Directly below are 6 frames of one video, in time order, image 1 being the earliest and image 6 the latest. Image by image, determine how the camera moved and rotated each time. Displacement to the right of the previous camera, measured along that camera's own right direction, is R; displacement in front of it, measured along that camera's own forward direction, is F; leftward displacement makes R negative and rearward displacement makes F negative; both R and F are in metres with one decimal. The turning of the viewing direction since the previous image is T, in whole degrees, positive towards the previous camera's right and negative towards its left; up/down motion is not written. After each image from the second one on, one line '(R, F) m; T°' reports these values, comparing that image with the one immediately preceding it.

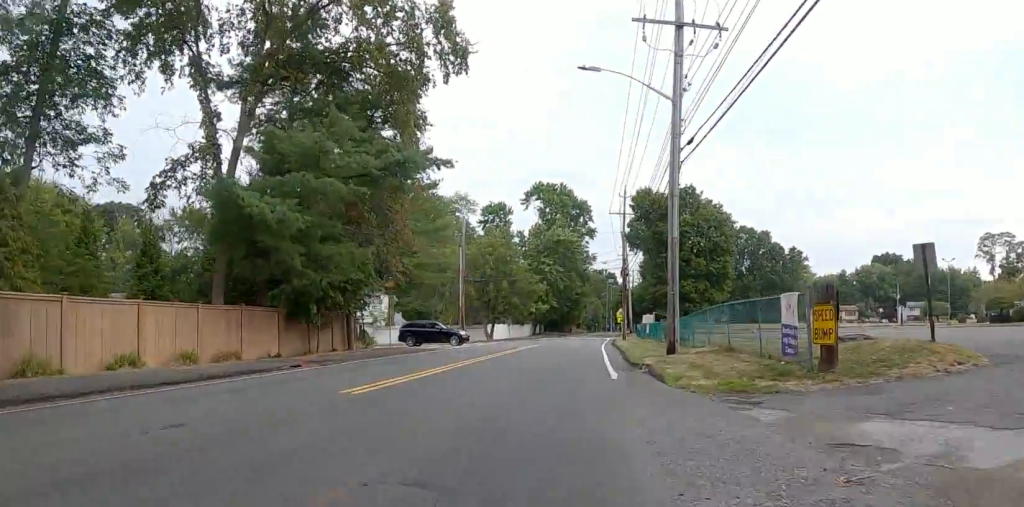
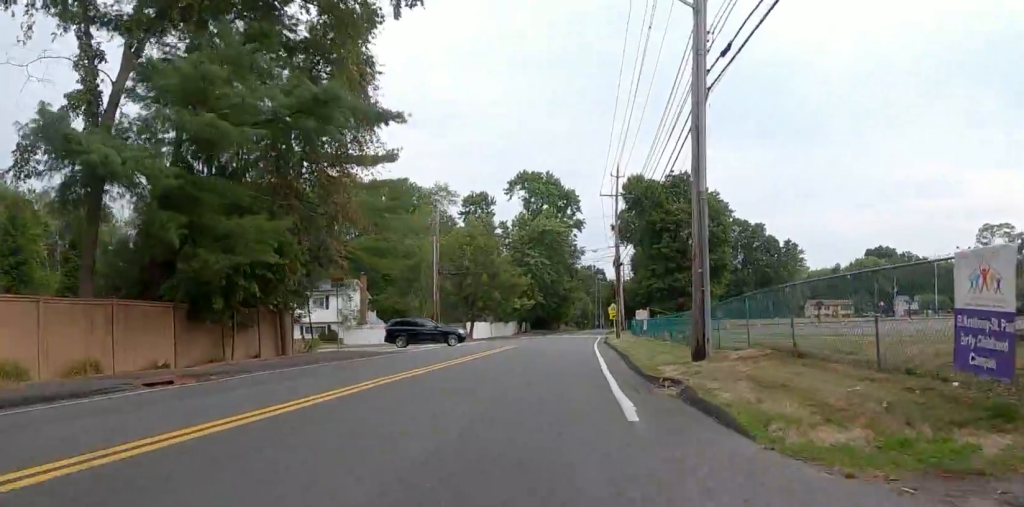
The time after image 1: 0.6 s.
(-0.1, +5.2) m; +4°
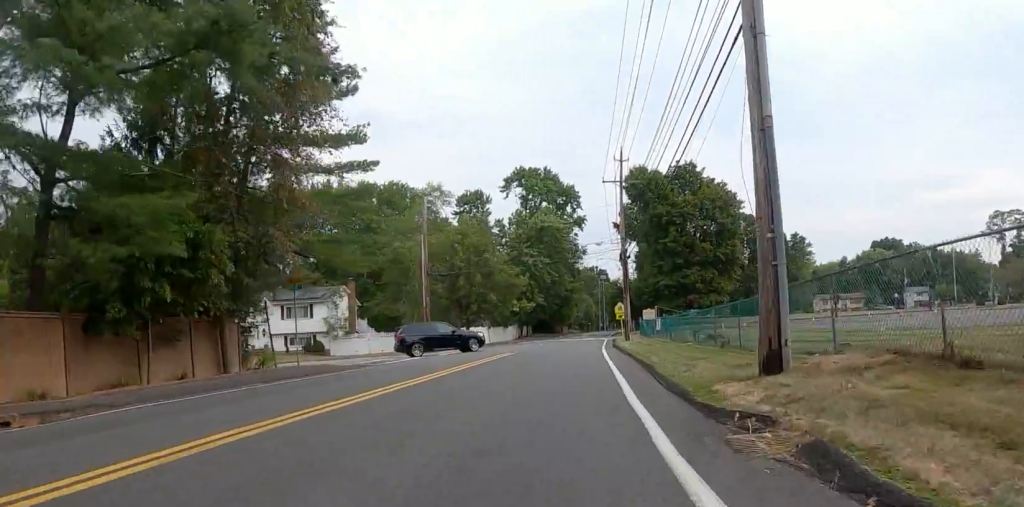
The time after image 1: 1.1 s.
(+0.6, +4.0) m; 0°
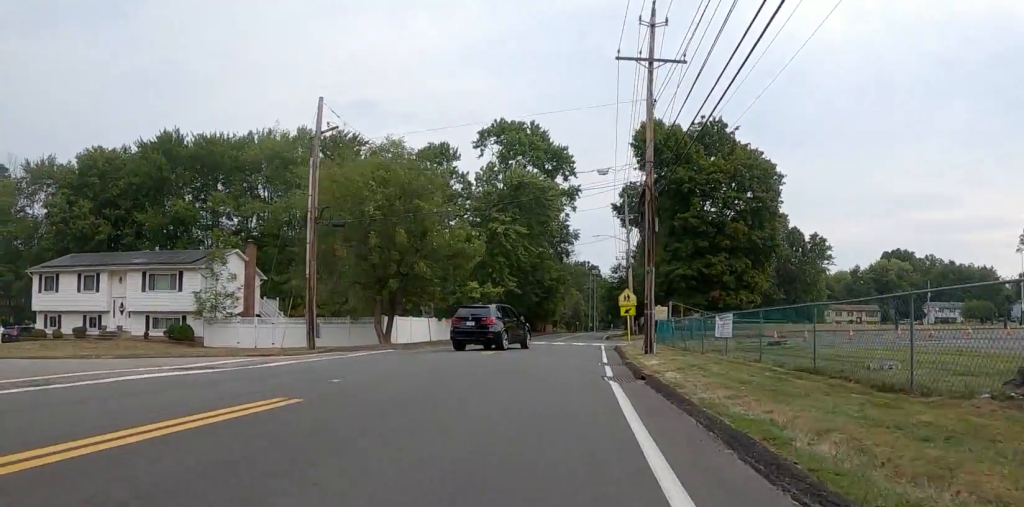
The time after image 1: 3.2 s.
(+0.1, +16.4) m; 0°
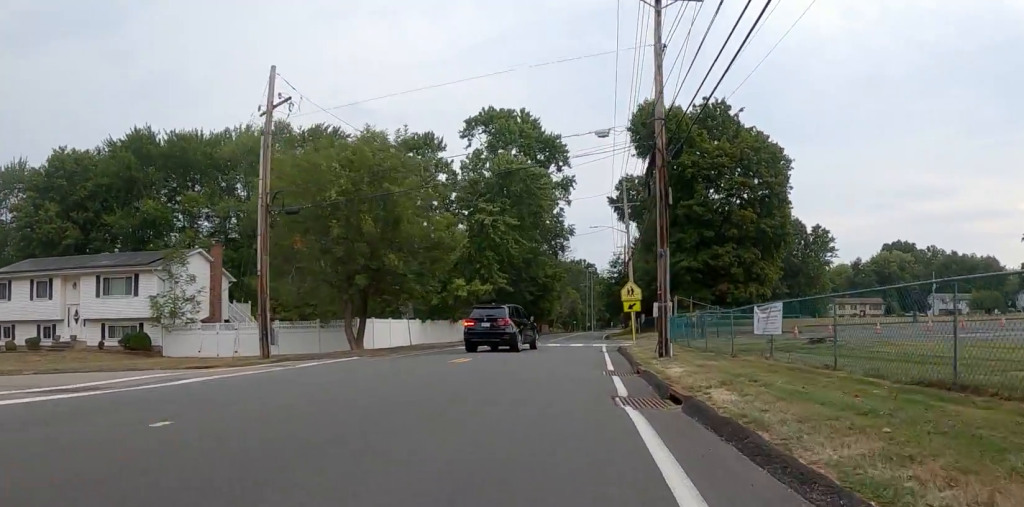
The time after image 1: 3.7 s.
(+0.2, +3.7) m; 0°
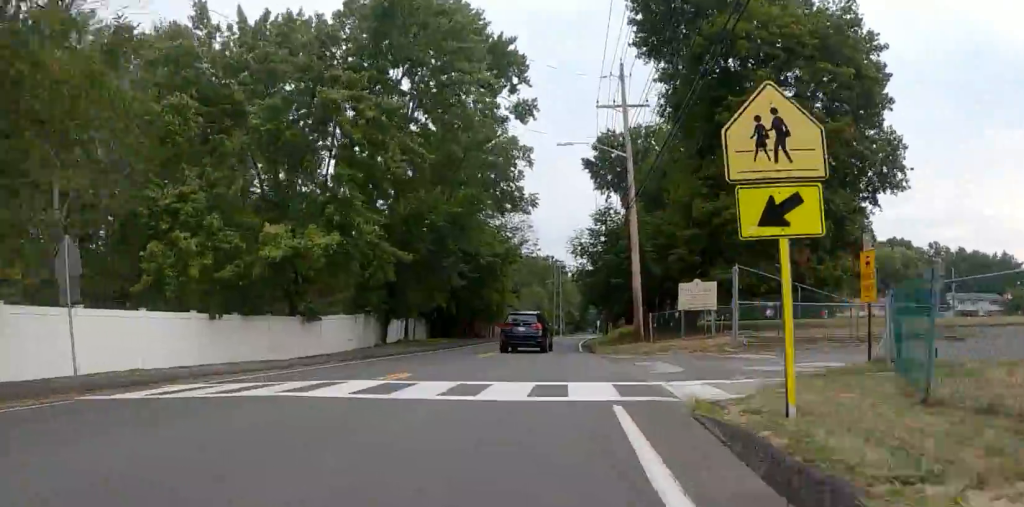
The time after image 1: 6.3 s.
(-0.8, +21.0) m; 0°
